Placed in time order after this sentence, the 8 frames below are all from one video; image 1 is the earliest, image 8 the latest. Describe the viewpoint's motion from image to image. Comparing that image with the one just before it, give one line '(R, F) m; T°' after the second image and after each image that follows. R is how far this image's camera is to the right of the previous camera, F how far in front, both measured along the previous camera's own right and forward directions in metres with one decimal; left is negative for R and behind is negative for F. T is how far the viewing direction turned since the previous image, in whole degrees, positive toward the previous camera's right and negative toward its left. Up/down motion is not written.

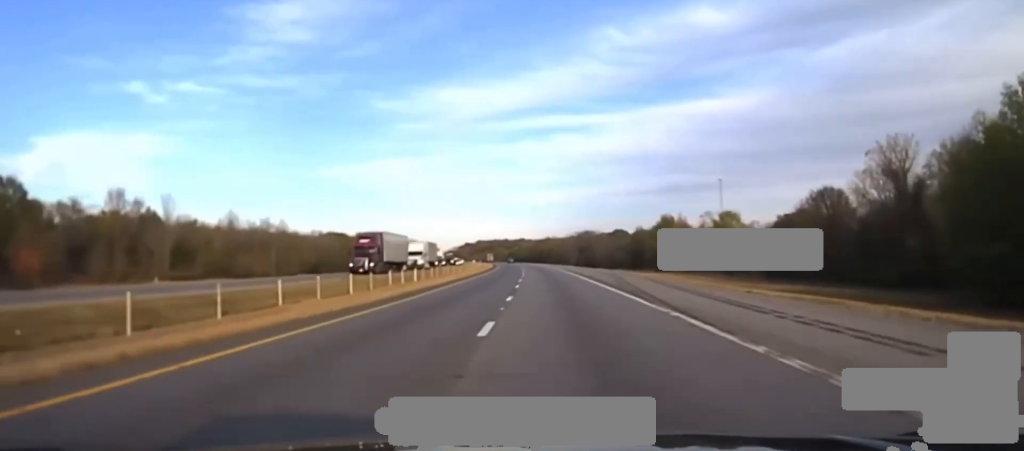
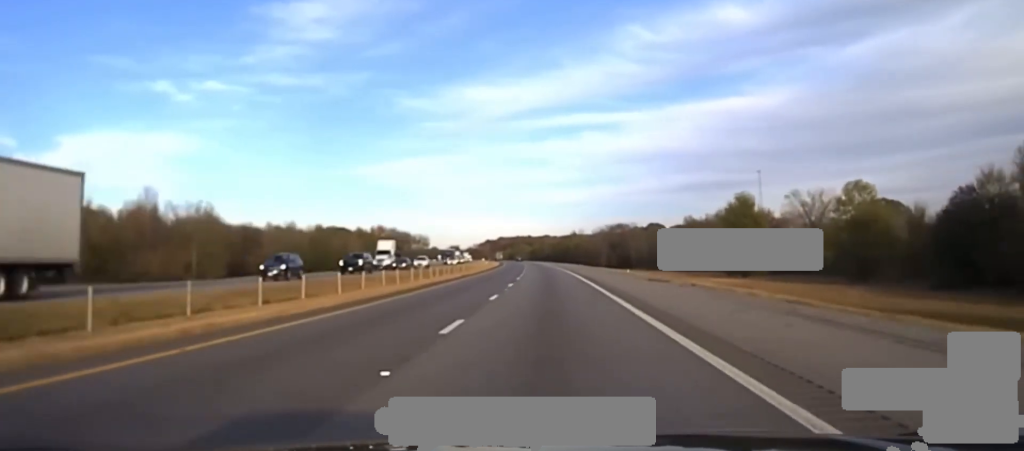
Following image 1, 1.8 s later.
(-0.8, +60.5) m; -2°
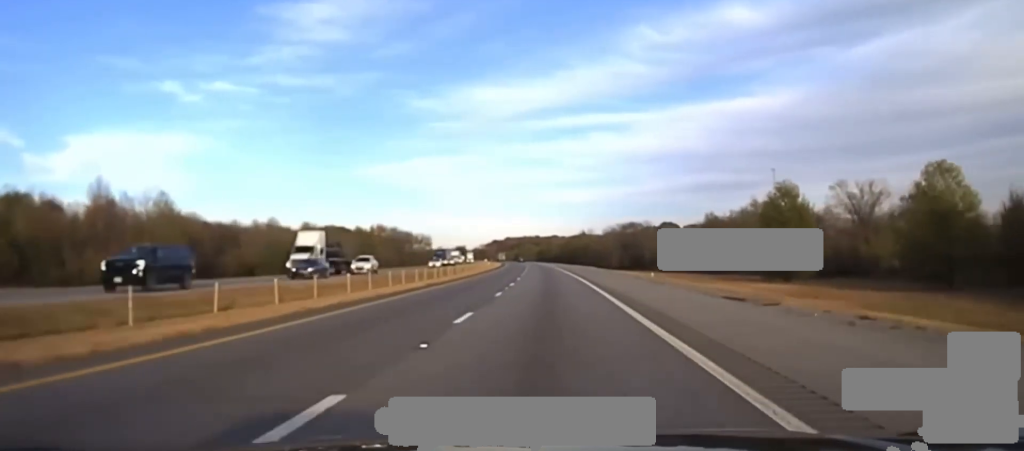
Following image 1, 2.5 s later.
(-0.1, +22.2) m; -1°
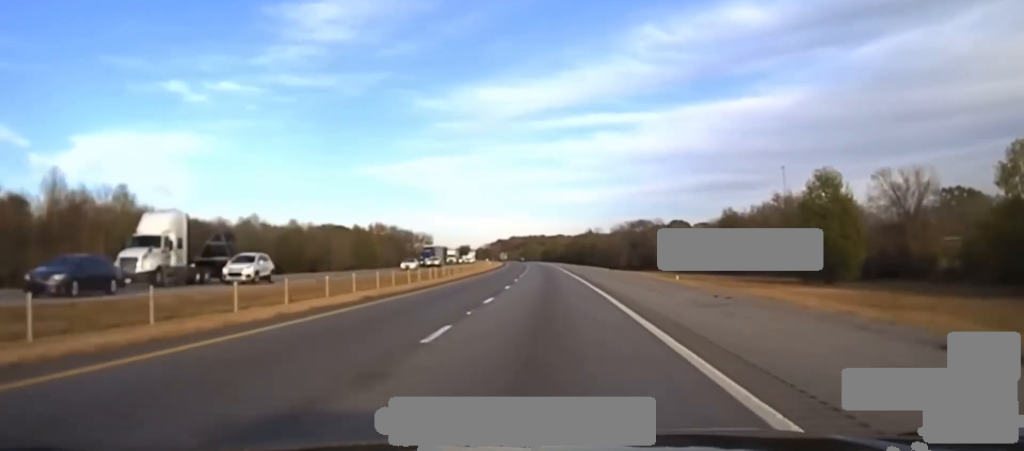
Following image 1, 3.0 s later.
(-0.2, +18.6) m; 0°
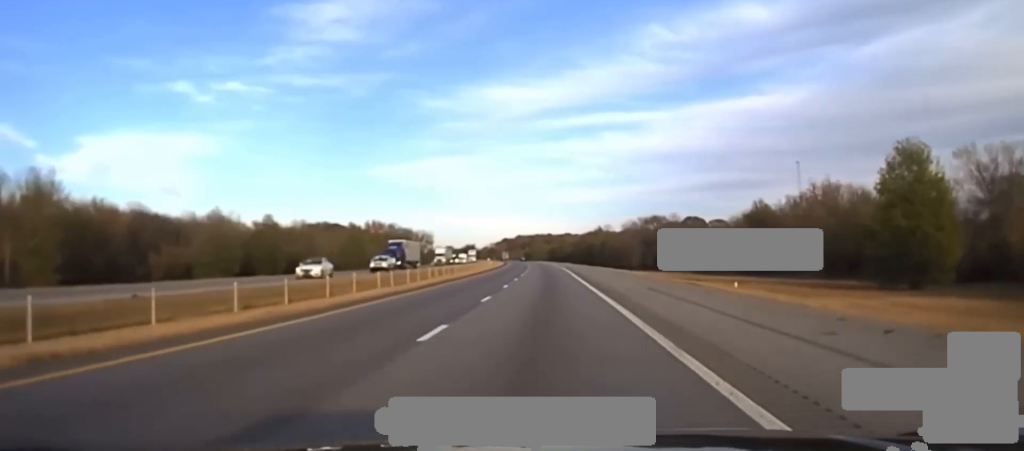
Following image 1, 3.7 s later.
(-0.1, +26.9) m; 0°
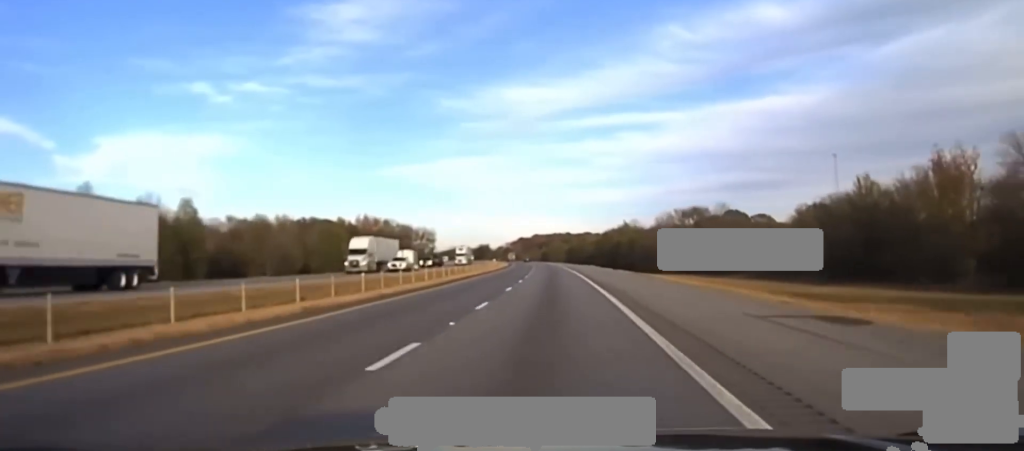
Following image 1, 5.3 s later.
(-0.2, +47.8) m; -1°
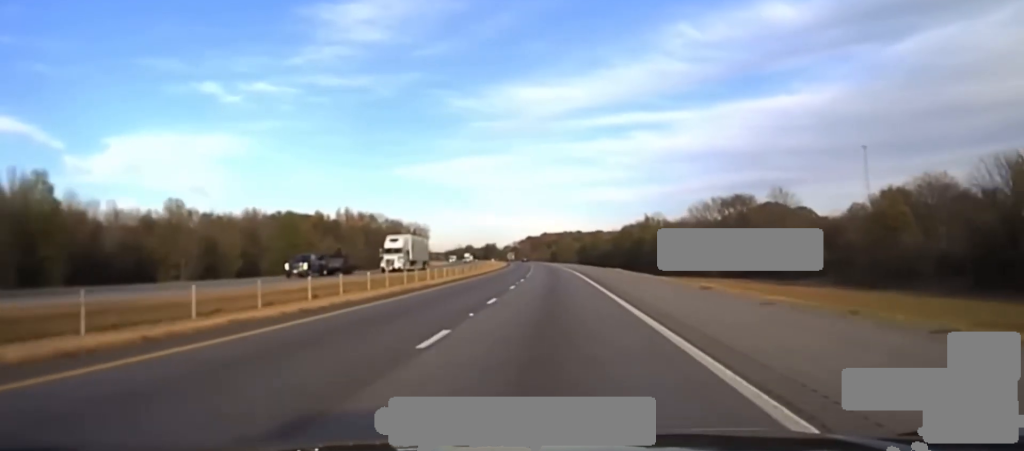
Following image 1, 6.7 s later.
(-0.7, +41.6) m; -1°
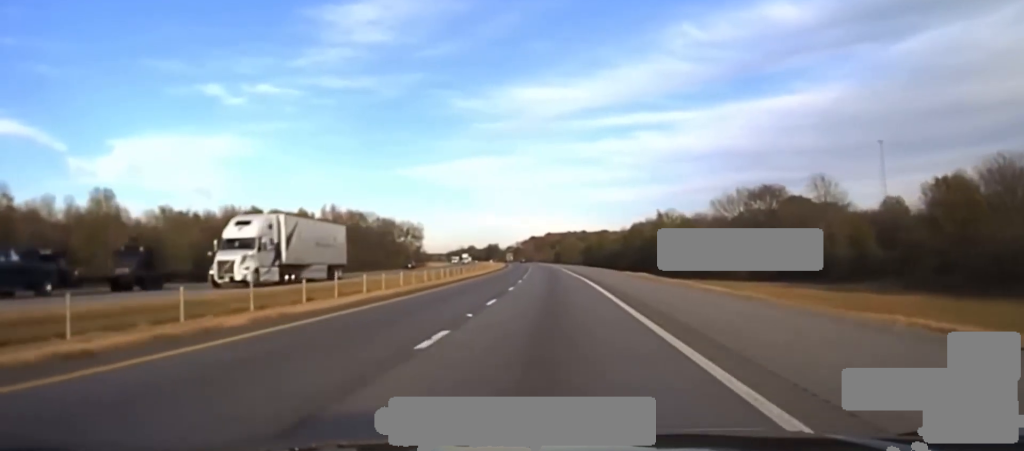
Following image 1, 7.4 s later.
(-0.2, +23.2) m; 0°
